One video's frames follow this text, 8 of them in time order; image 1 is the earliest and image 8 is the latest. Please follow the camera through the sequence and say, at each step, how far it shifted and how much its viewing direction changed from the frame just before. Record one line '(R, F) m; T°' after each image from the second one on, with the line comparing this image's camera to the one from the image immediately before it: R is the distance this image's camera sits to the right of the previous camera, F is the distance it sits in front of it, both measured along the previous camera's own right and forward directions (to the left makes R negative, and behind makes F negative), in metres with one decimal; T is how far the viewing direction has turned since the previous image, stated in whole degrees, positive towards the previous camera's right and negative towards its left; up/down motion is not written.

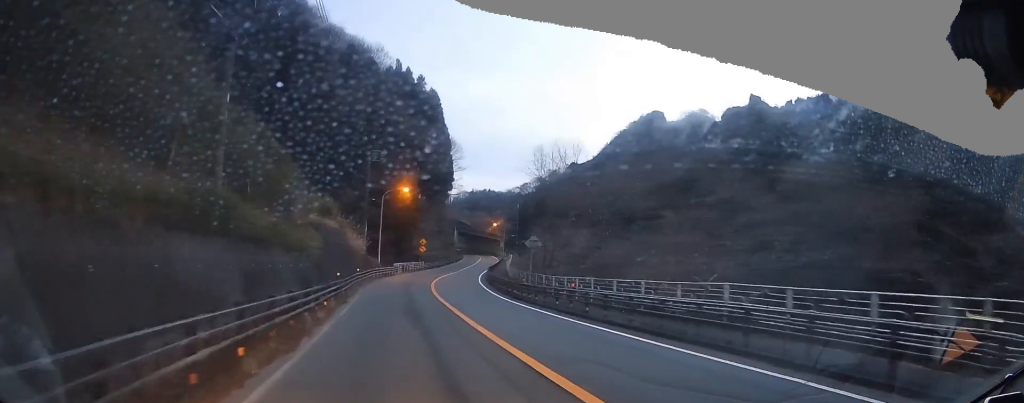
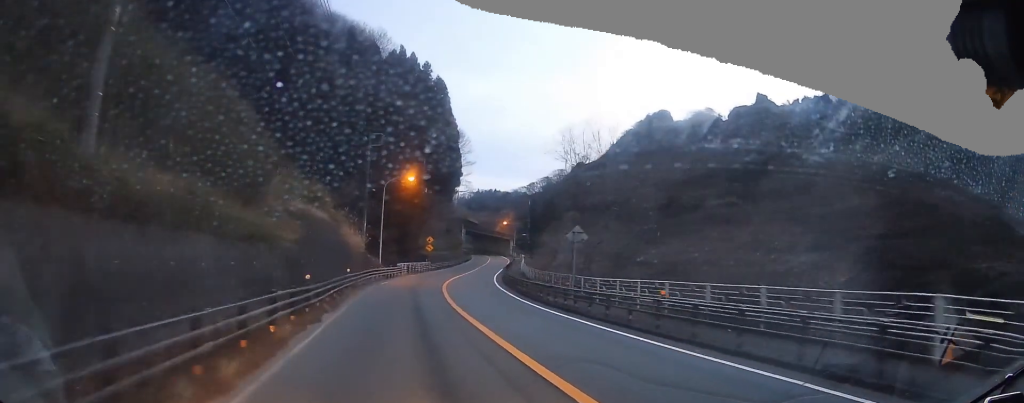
(0.0, +7.2) m; 0°
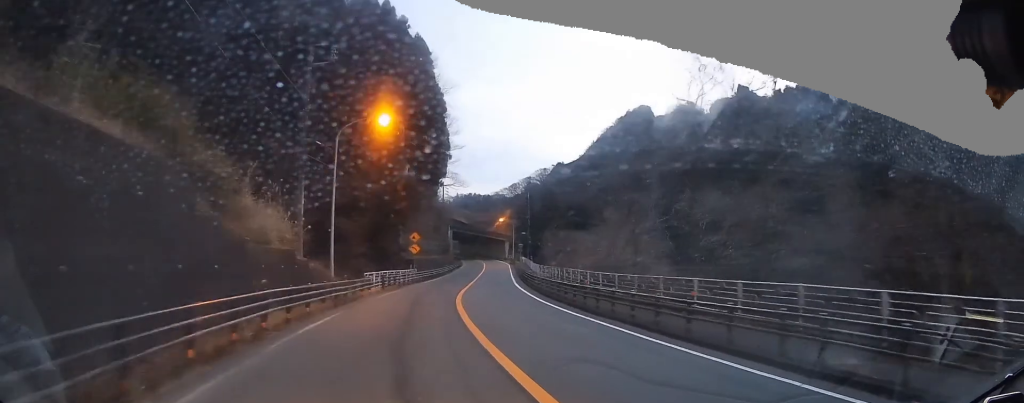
(-0.2, +21.2) m; -3°
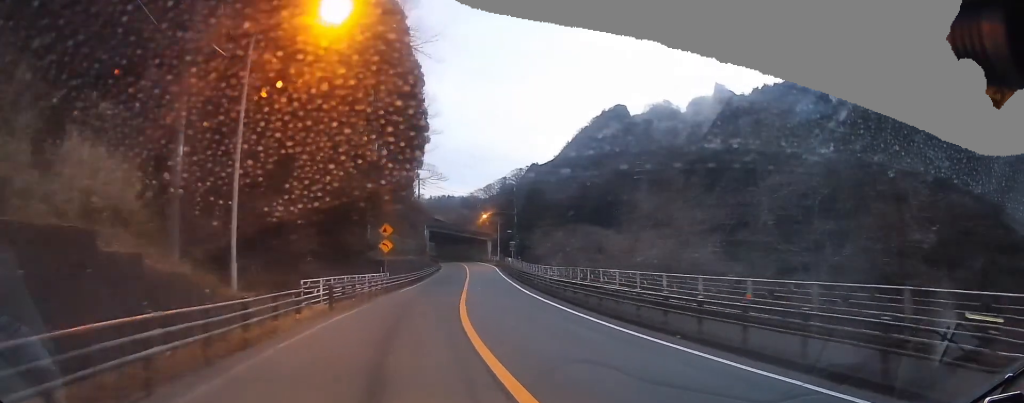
(-0.6, +12.5) m; -1°
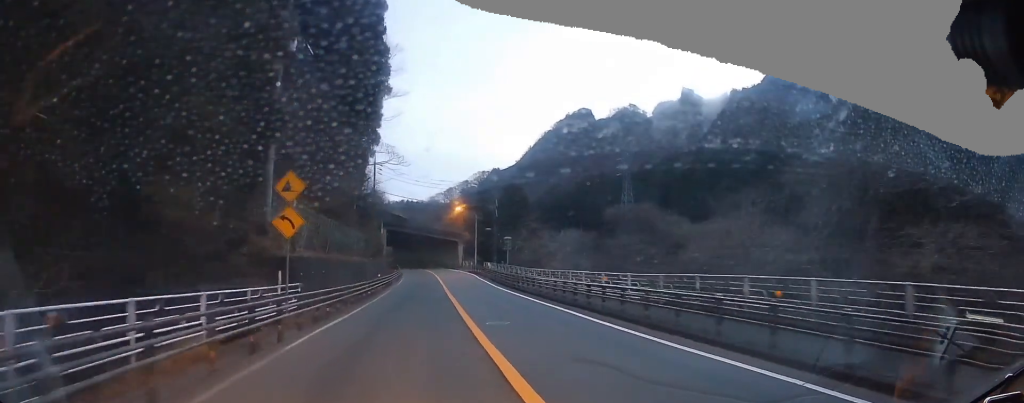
(+0.3, +20.7) m; +3°
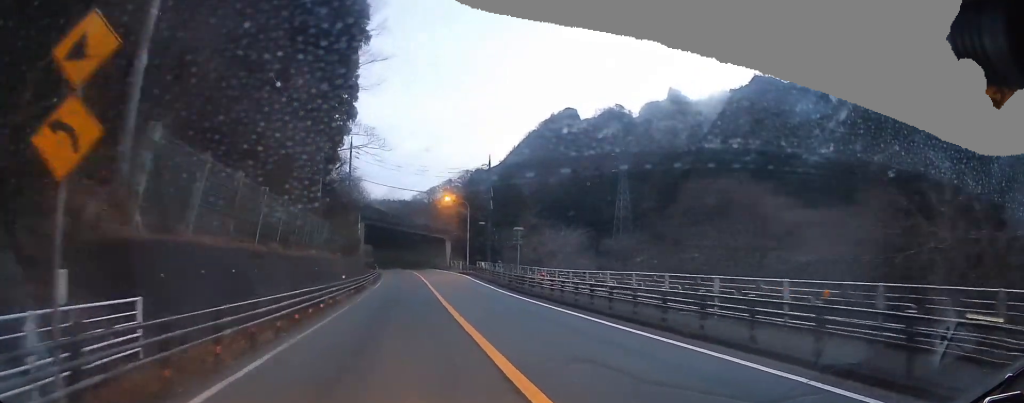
(+0.3, +10.4) m; +1°
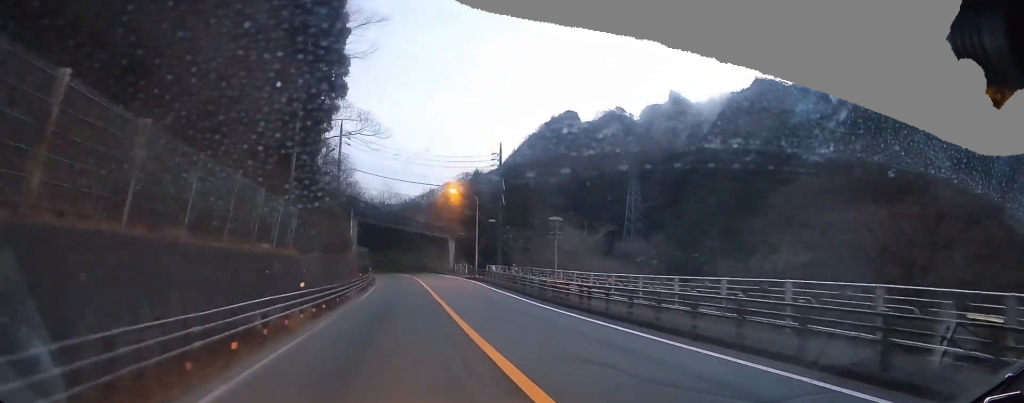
(+0.1, +8.7) m; +1°
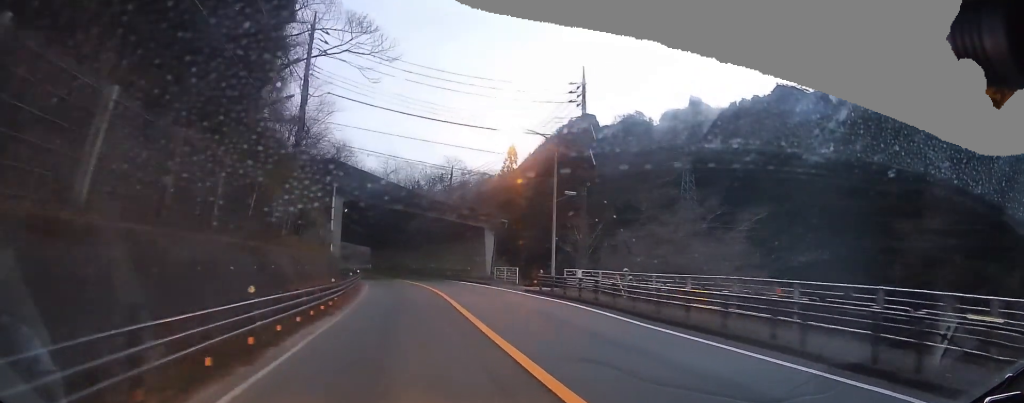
(0.0, +25.0) m; 0°
